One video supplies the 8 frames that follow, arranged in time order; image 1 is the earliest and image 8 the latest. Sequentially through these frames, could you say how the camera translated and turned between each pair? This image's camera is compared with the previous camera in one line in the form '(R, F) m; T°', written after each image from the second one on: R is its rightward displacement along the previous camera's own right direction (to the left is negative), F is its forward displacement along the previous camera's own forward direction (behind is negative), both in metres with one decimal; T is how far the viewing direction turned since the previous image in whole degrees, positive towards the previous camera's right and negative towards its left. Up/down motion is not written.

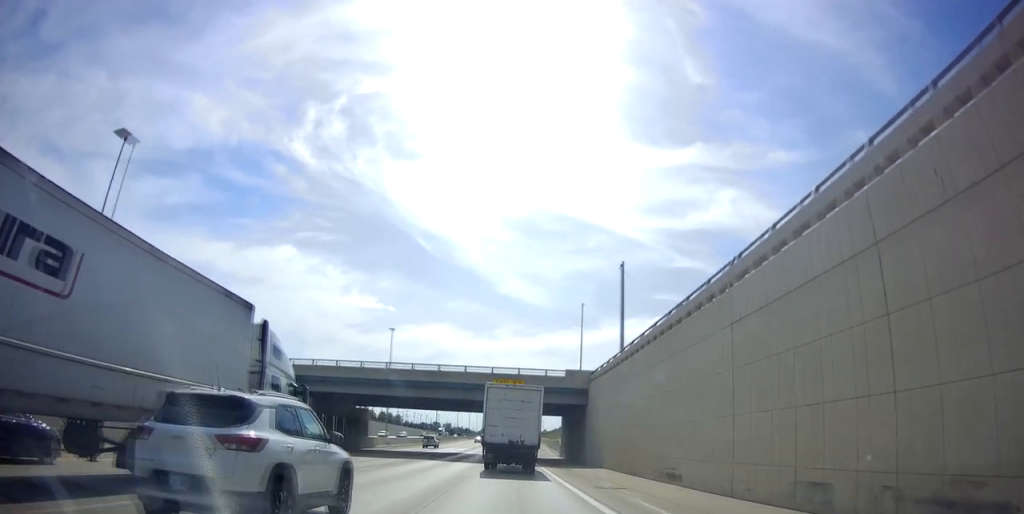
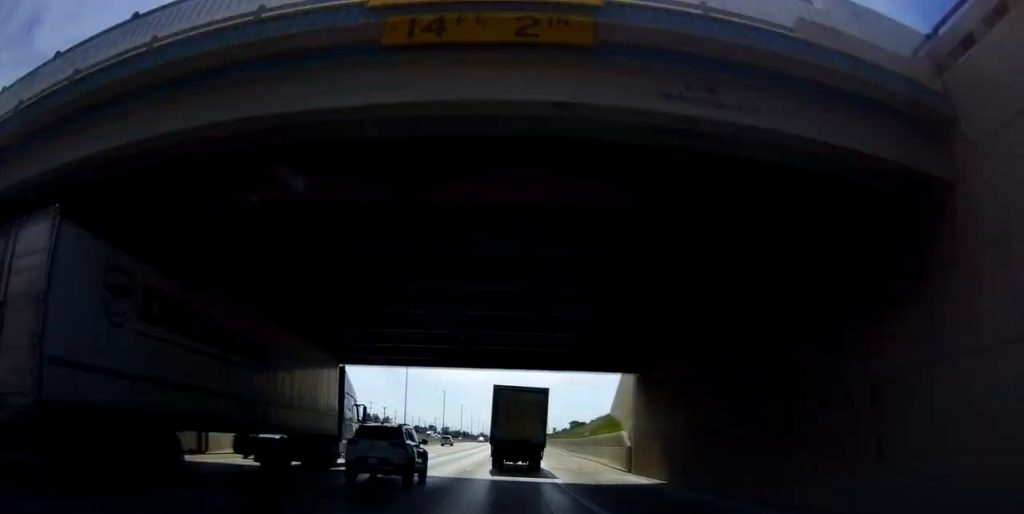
(+1.4, +39.8) m; +2°
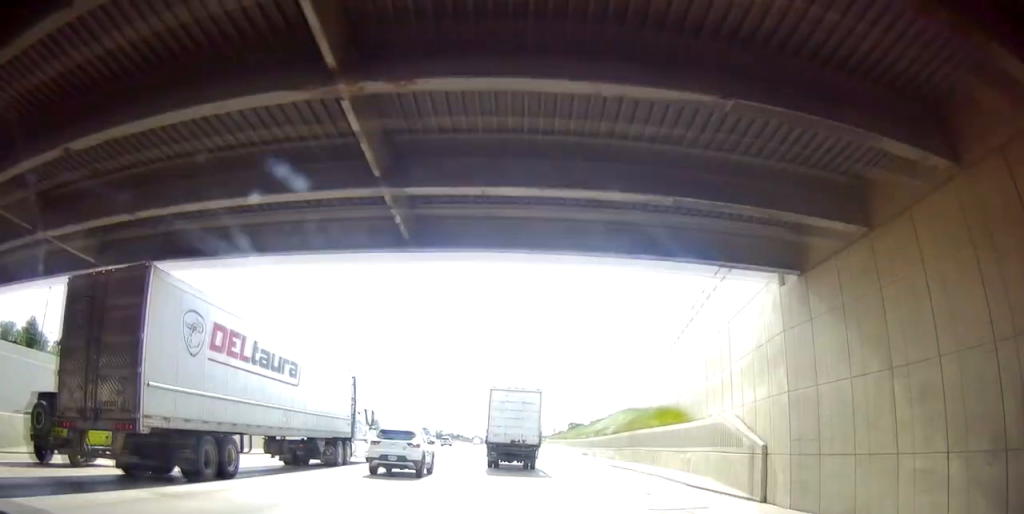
(-0.6, +16.2) m; -1°
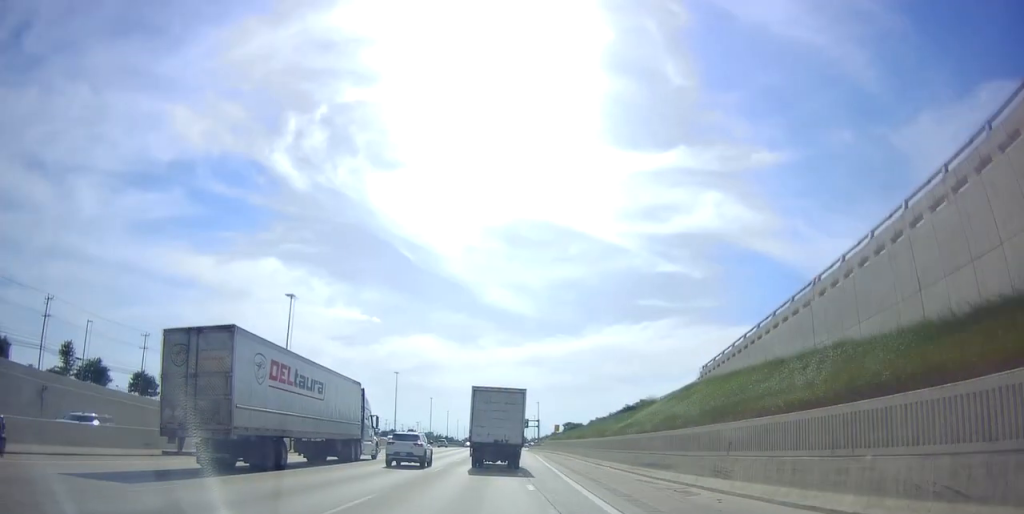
(+0.2, +30.8) m; +1°
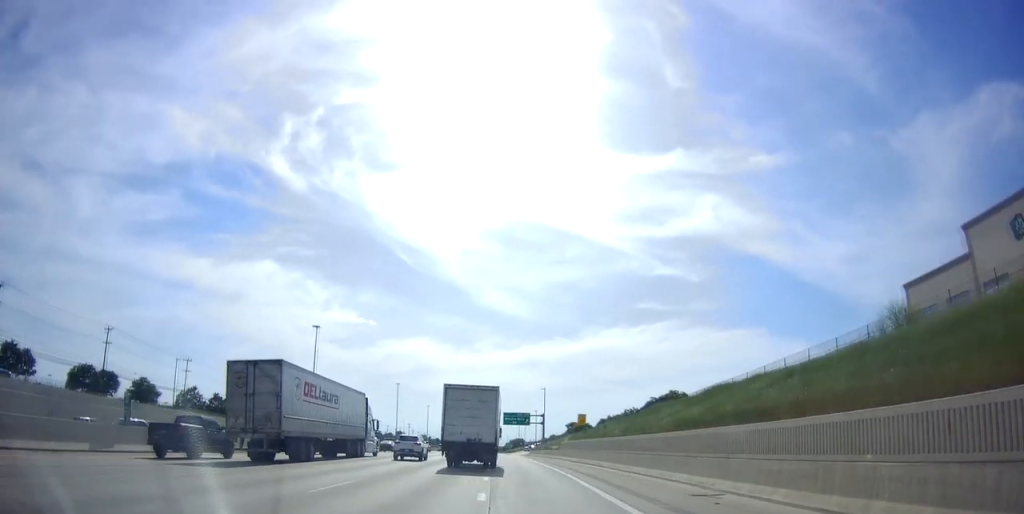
(0.0, +41.6) m; +1°
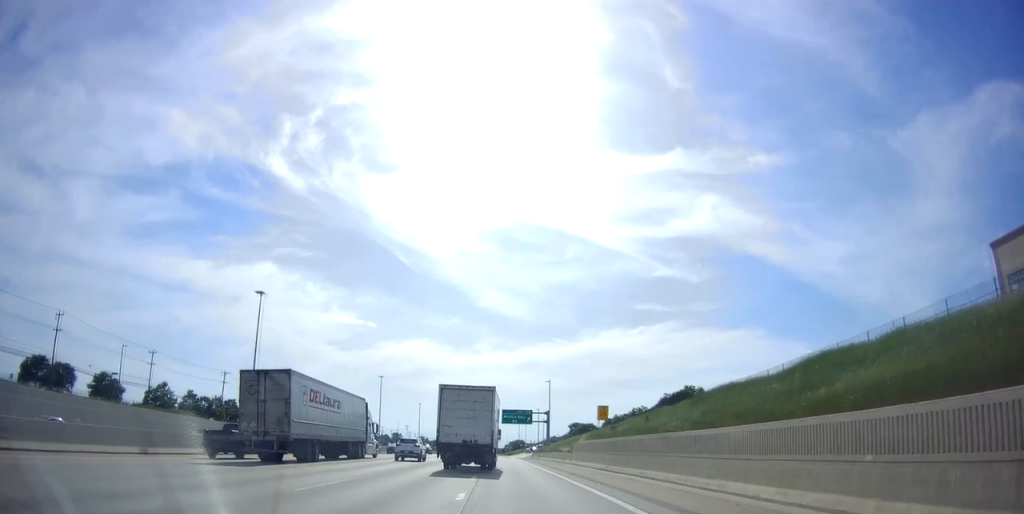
(+0.1, +14.6) m; 0°
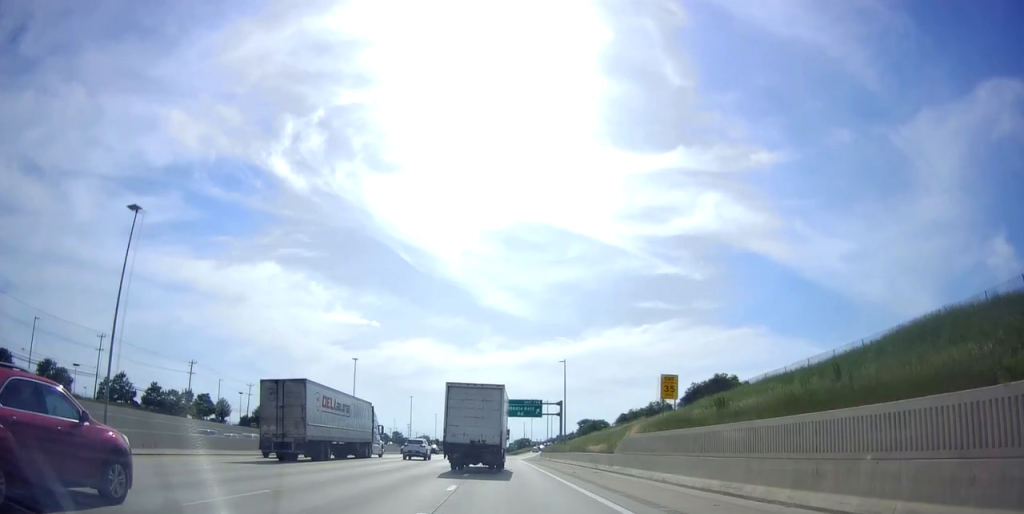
(+0.3, +19.4) m; 0°
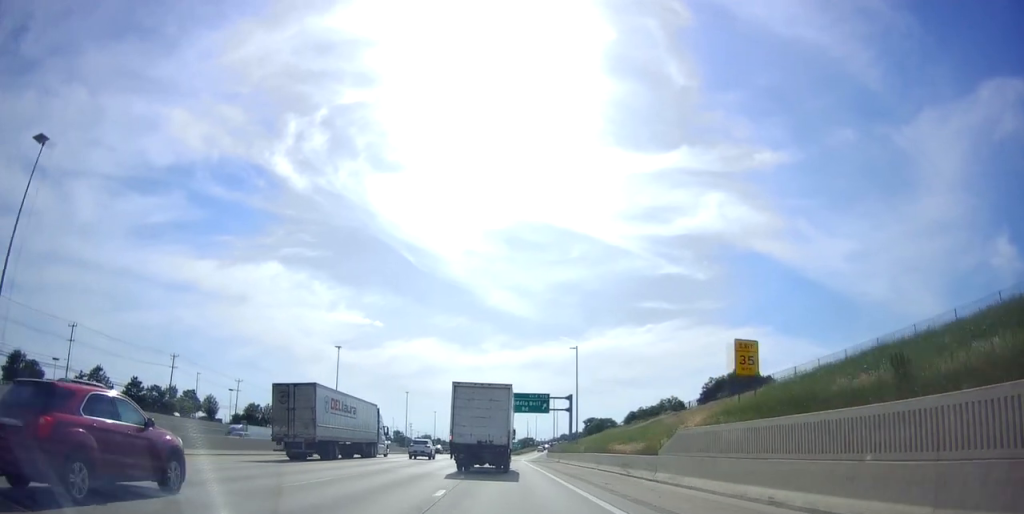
(-0.2, +9.6) m; -1°
